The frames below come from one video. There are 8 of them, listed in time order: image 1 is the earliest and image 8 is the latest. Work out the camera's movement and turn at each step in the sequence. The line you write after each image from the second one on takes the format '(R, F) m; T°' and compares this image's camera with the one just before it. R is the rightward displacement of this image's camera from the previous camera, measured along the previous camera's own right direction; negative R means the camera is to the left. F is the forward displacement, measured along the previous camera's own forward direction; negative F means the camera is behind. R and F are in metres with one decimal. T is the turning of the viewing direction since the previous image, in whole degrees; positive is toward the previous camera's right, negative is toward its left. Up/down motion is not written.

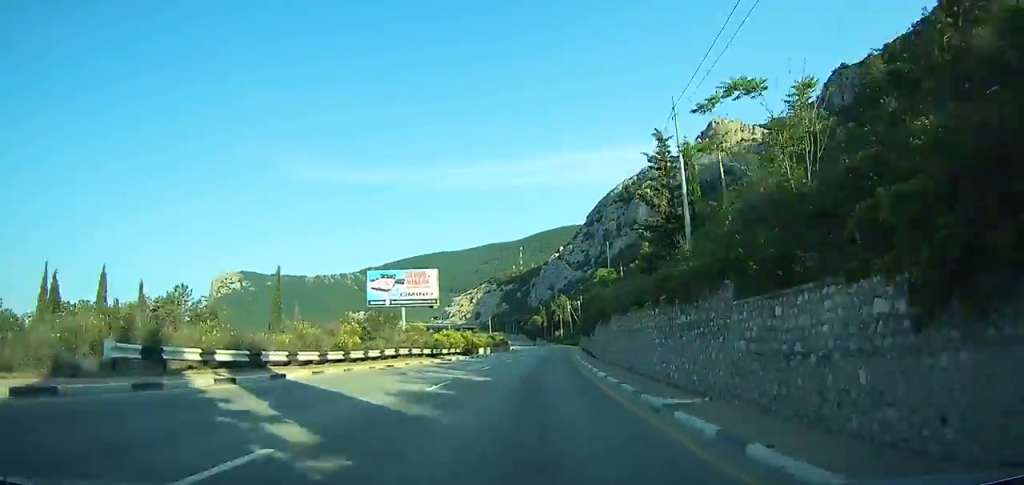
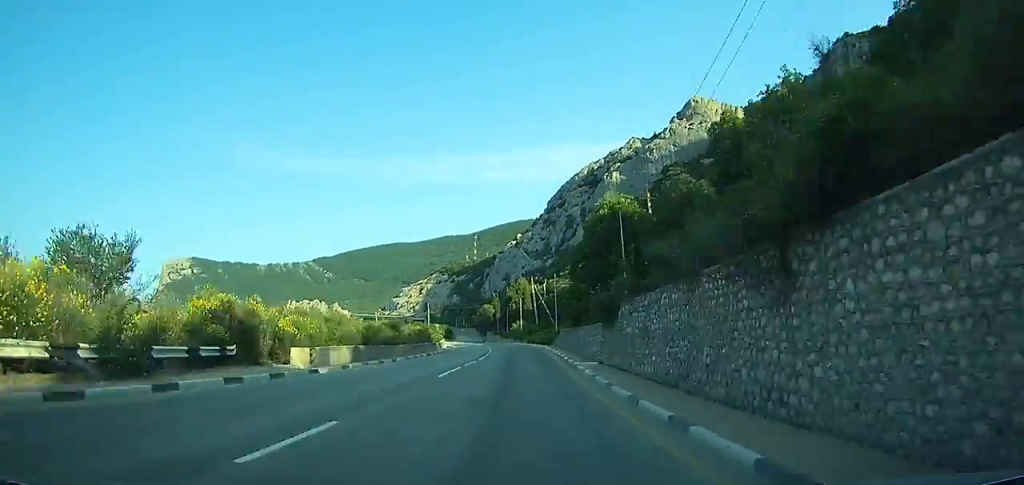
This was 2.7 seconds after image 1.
(+1.6, +42.8) m; +3°
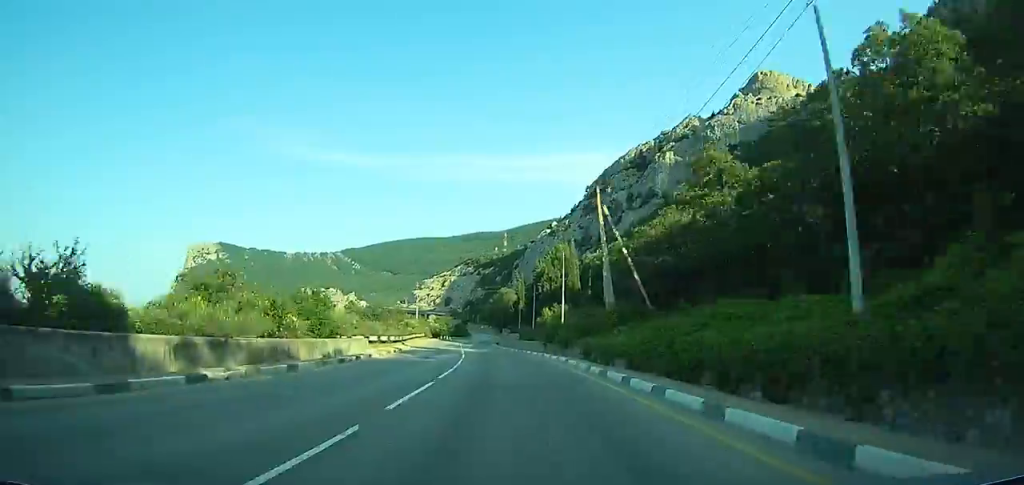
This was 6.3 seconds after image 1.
(+0.5, +57.6) m; -2°
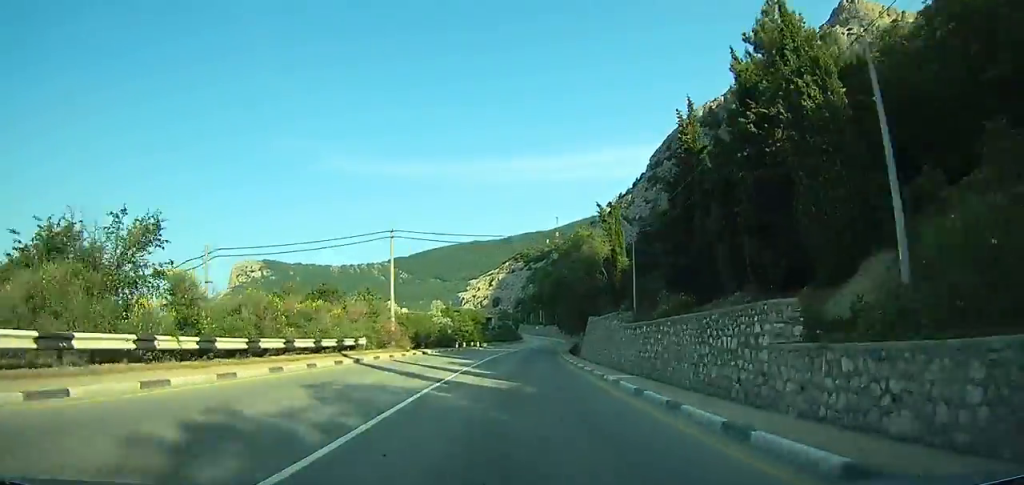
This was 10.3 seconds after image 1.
(-3.2, +65.3) m; -4°
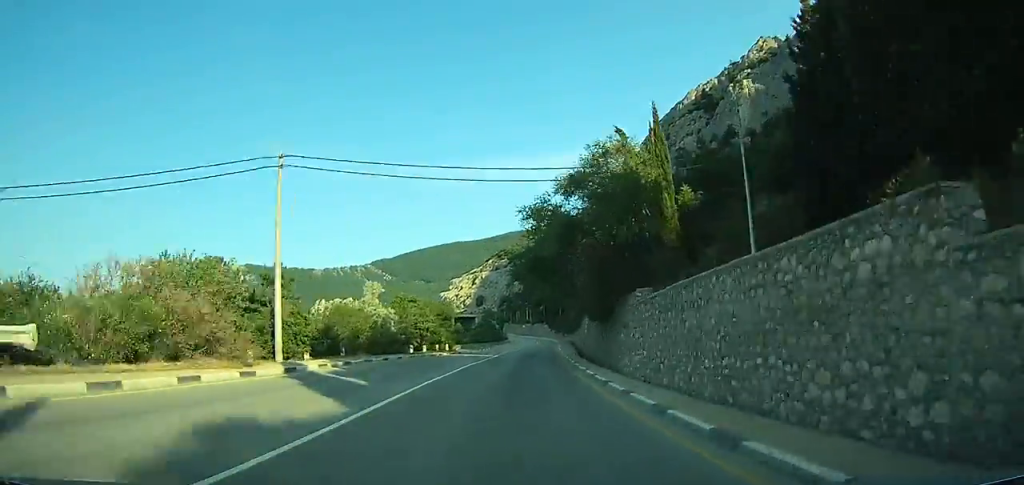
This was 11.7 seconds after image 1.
(+0.1, +22.7) m; +1°
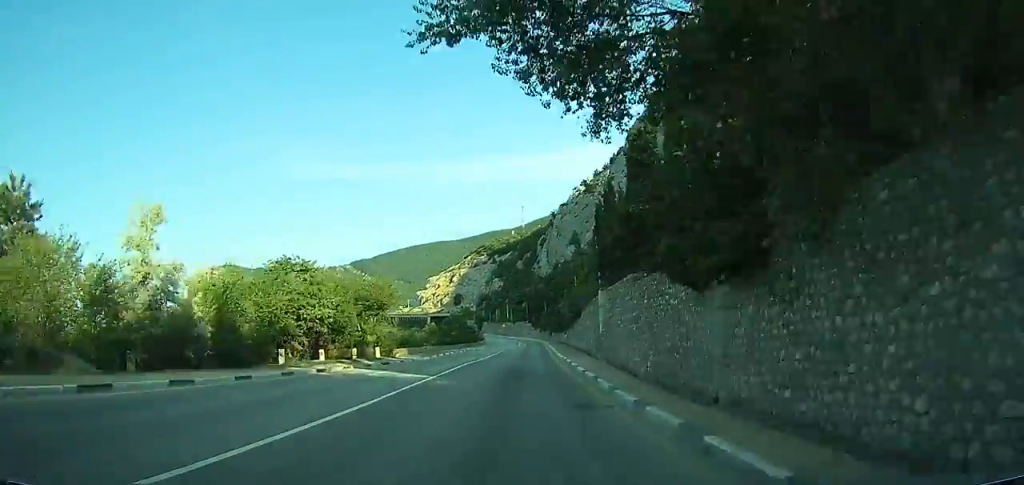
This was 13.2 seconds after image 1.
(-0.2, +24.2) m; +1°
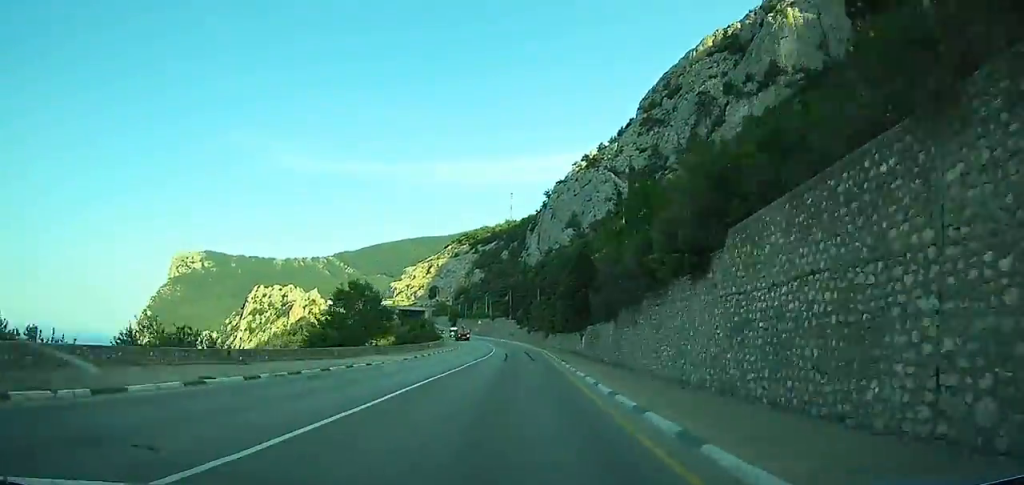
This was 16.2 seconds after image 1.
(+1.2, +48.2) m; +1°
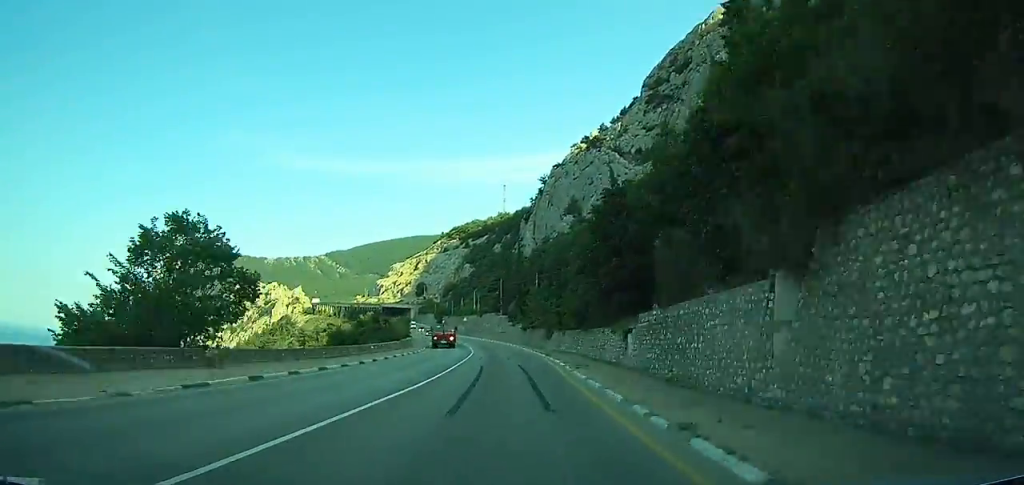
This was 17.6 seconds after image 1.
(-0.1, +22.7) m; -1°
